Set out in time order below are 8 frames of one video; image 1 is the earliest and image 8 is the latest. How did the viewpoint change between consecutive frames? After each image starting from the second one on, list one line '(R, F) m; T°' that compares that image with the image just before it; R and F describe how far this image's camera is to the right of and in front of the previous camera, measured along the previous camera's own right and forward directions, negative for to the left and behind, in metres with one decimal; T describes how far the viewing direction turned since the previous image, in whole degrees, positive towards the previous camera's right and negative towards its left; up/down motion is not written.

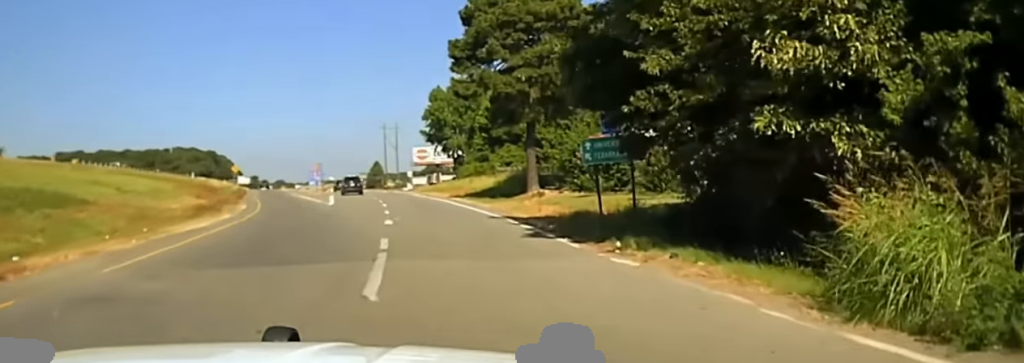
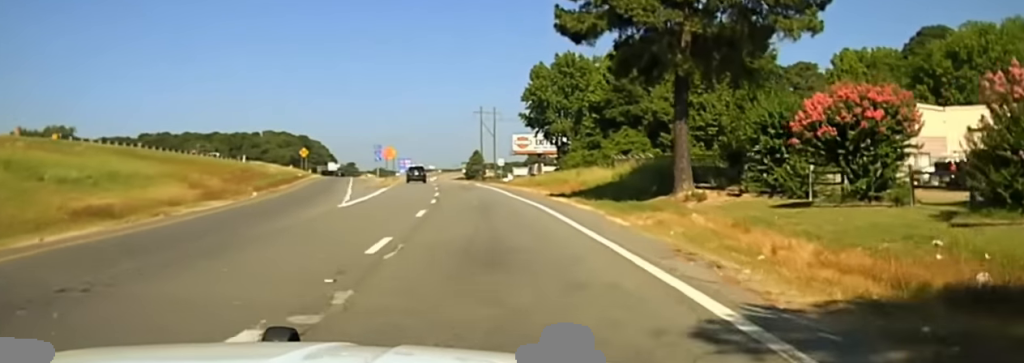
(-2.5, +20.7) m; -10°
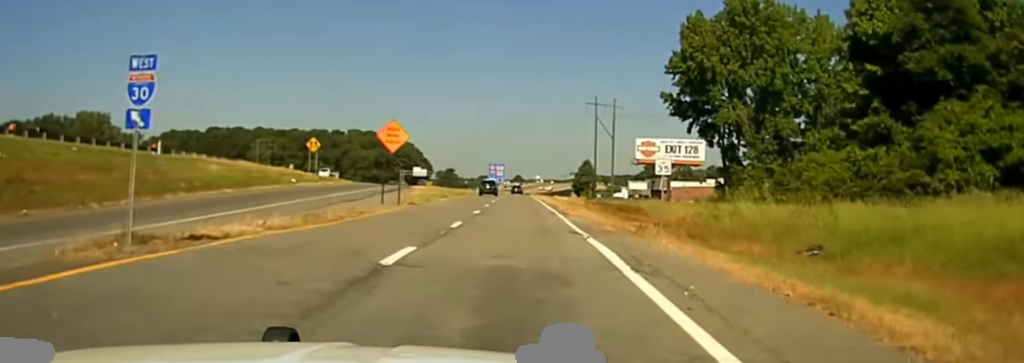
(-3.6, +53.5) m; -6°
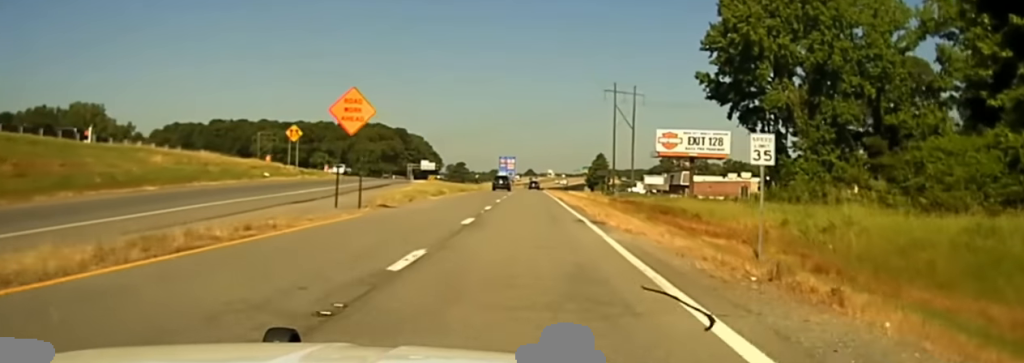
(-0.1, +12.5) m; -1°
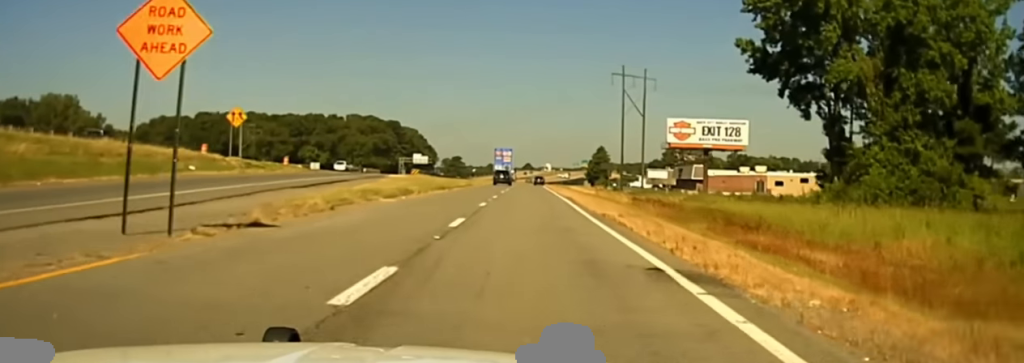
(-0.2, +17.0) m; -1°
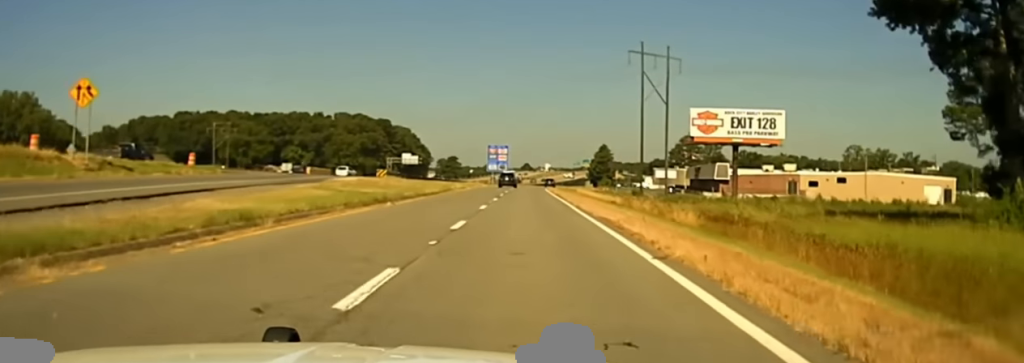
(-0.4, +21.7) m; 0°
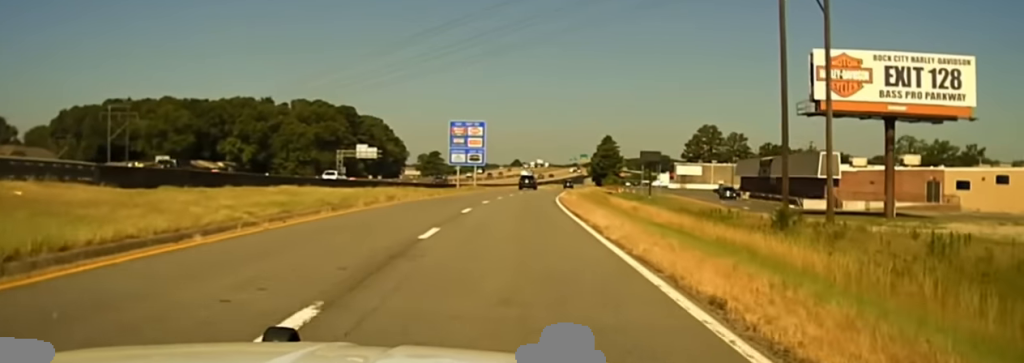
(+0.5, +61.1) m; 0°
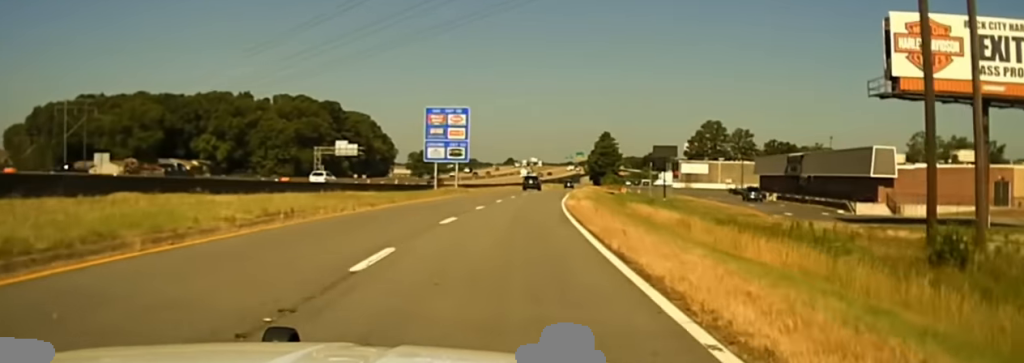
(0.0, +18.1) m; 0°
